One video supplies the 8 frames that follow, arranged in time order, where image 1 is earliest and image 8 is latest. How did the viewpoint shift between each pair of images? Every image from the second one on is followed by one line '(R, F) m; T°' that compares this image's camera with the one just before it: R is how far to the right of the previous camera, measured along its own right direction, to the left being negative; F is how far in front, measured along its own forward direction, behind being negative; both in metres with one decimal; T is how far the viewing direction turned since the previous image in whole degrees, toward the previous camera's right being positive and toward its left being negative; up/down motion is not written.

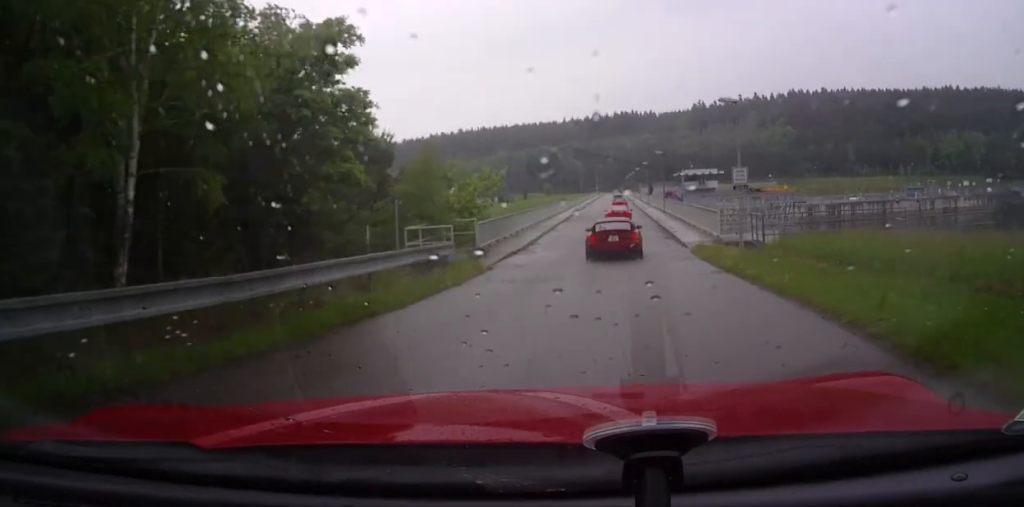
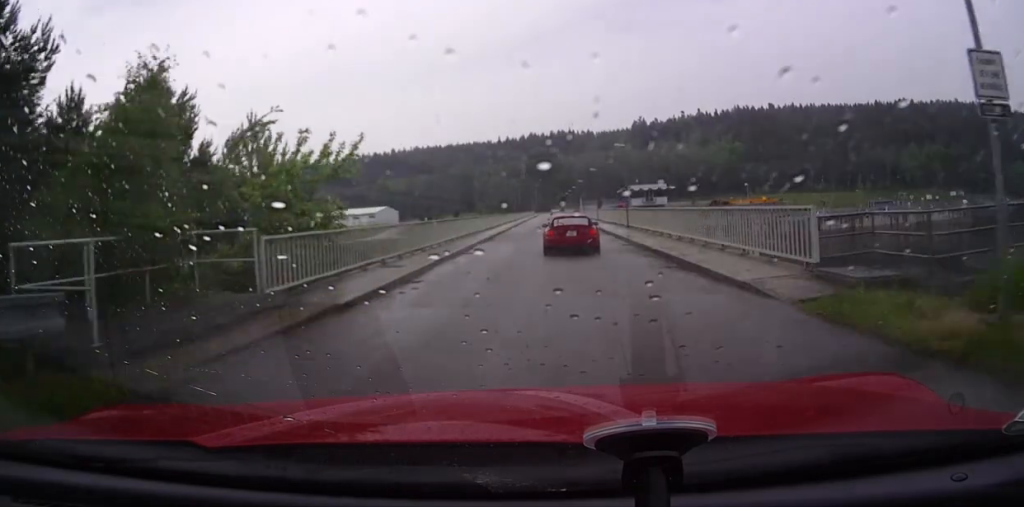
(0.0, +7.2) m; +1°
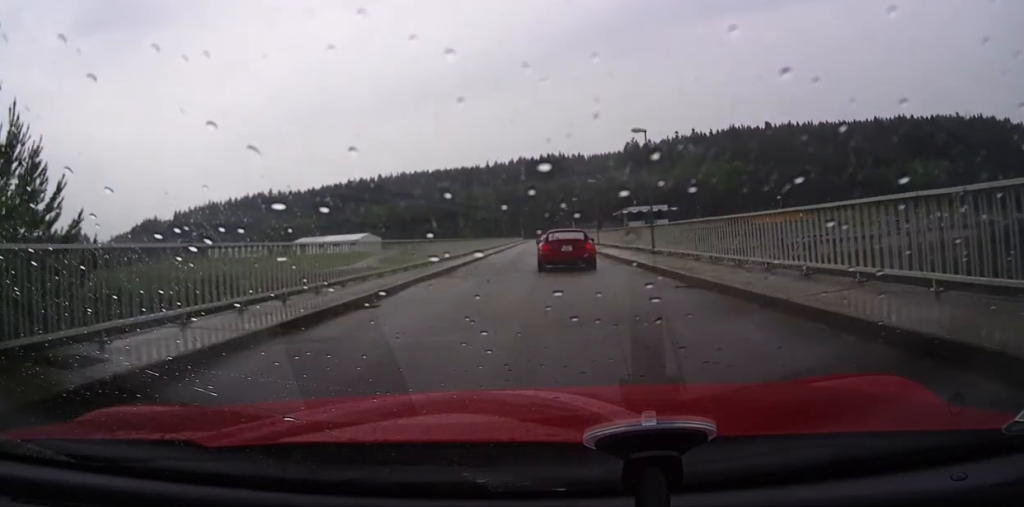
(+0.1, +8.6) m; +1°
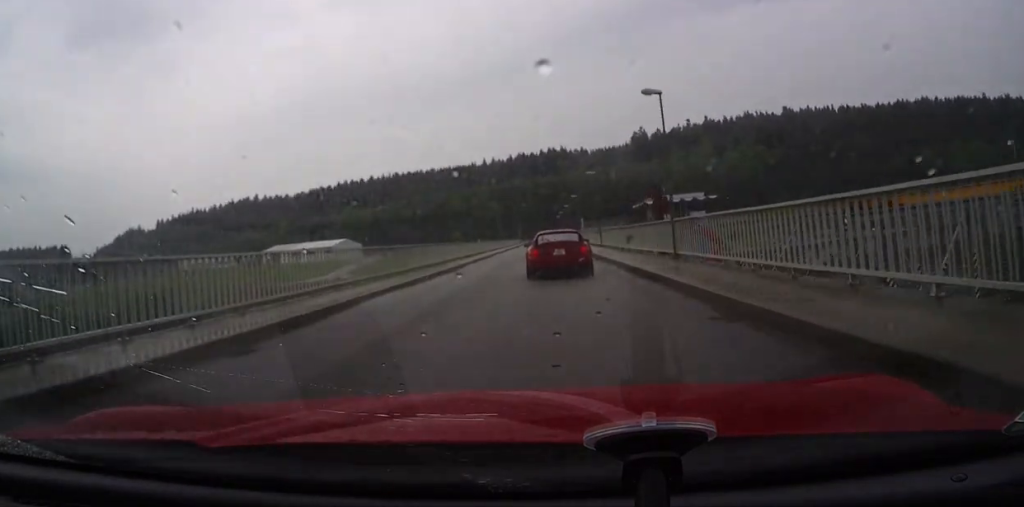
(+0.7, +29.9) m; +3°
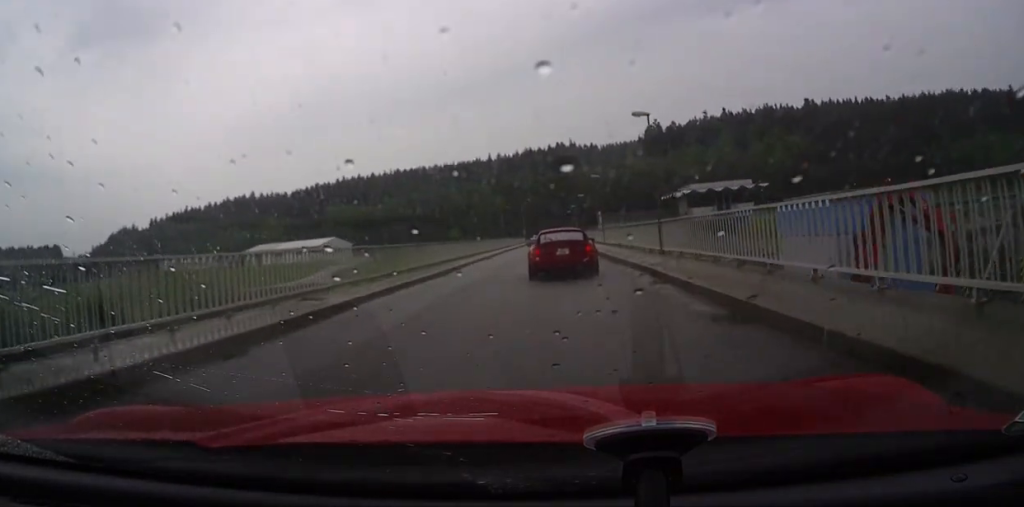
(+0.5, +23.8) m; -1°
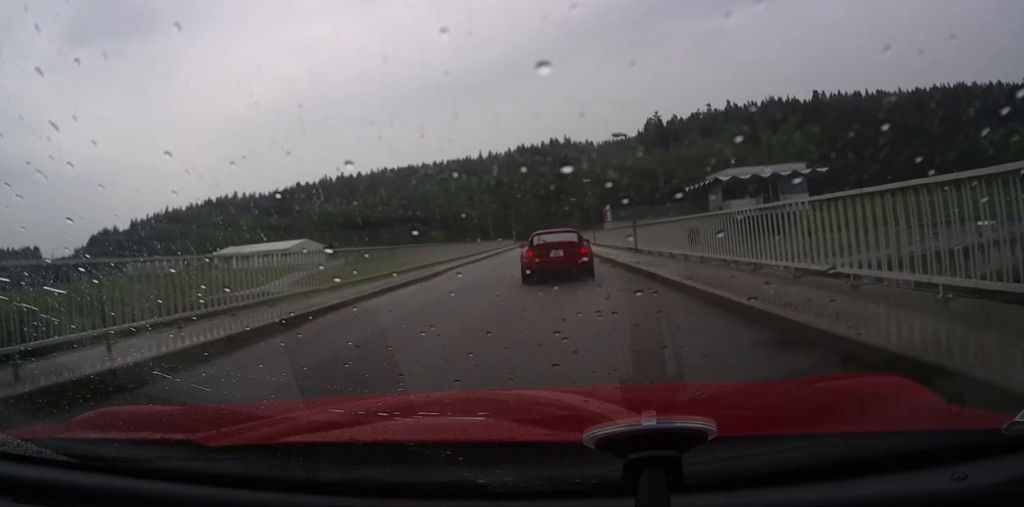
(-1.1, +22.1) m; -2°
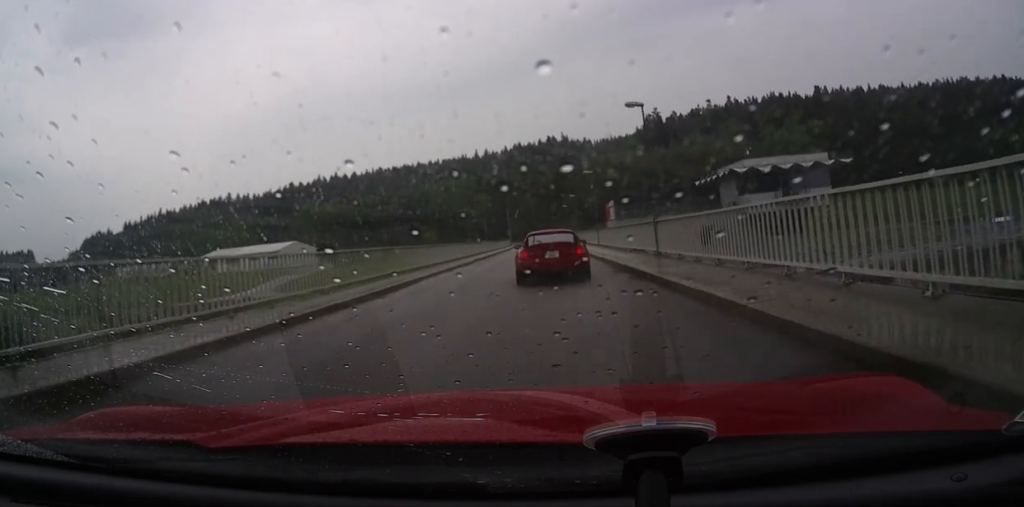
(+0.1, +6.6) m; 0°
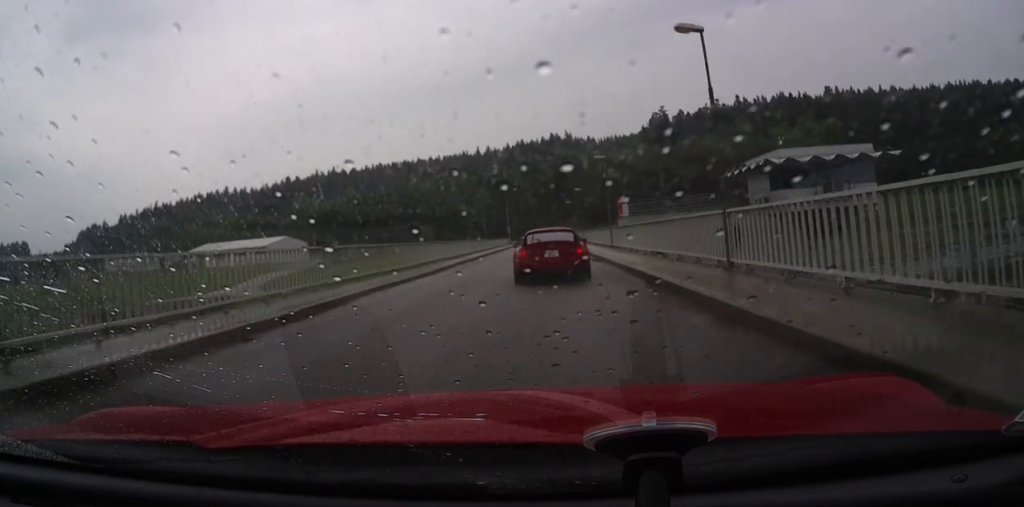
(0.0, +9.0) m; 0°
